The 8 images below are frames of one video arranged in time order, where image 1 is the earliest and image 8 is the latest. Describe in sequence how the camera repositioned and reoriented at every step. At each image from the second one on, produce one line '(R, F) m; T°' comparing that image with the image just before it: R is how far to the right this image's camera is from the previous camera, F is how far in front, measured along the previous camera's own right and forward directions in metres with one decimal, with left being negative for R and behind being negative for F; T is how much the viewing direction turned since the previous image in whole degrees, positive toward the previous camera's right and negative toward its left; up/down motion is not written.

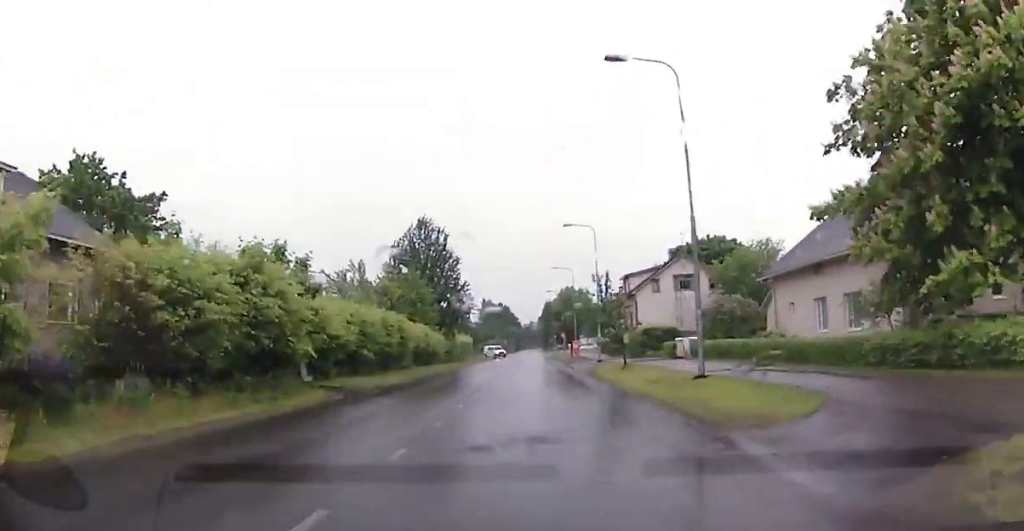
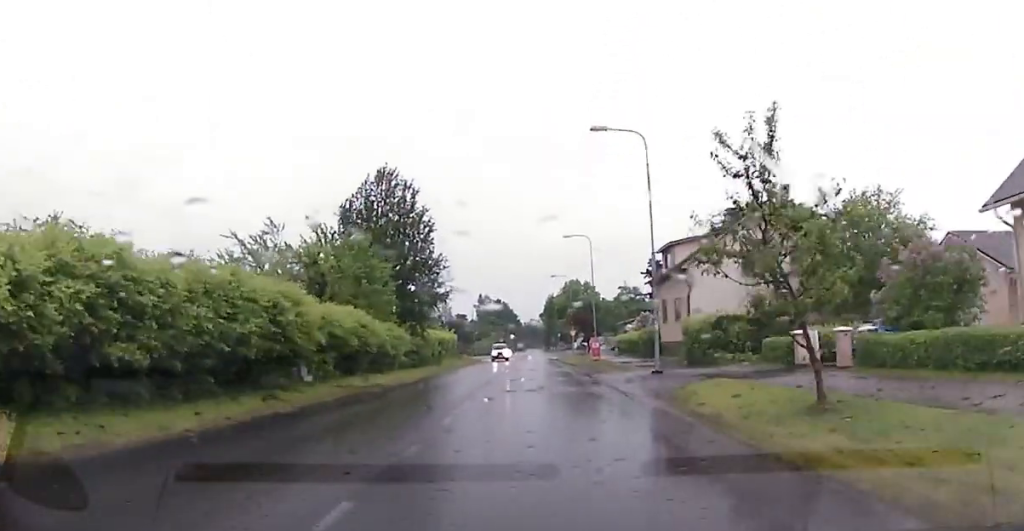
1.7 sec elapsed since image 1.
(0.0, +20.7) m; -1°
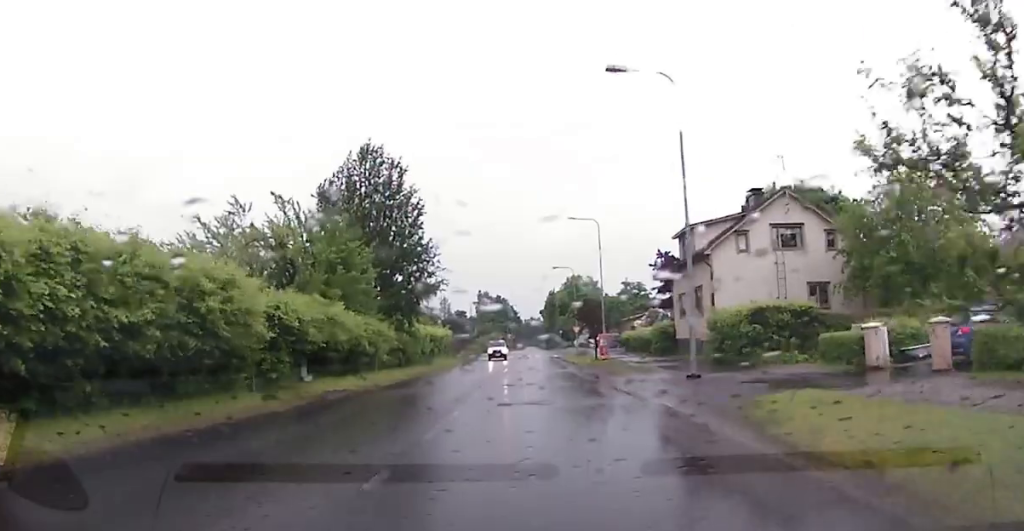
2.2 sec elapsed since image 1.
(-0.2, +5.6) m; 0°
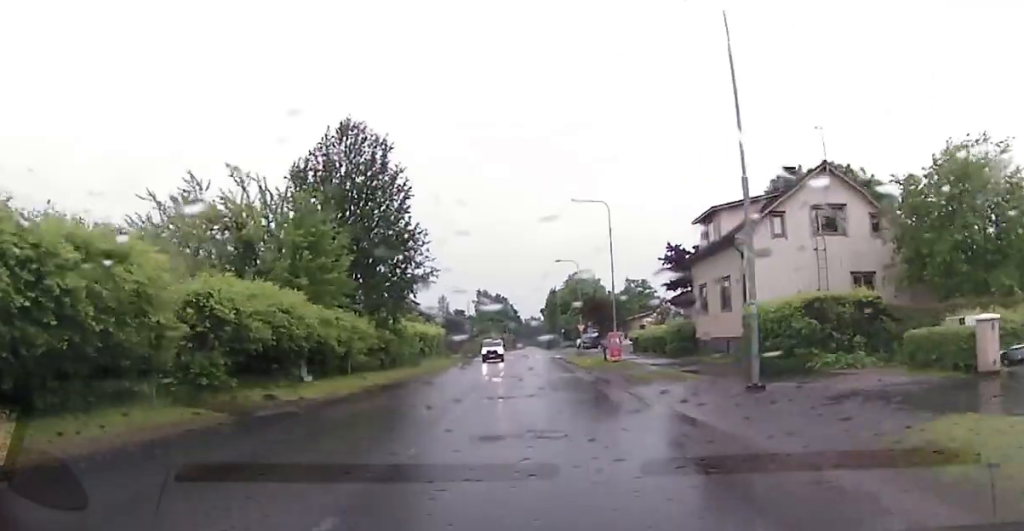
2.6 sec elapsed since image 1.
(-0.2, +5.6) m; 0°
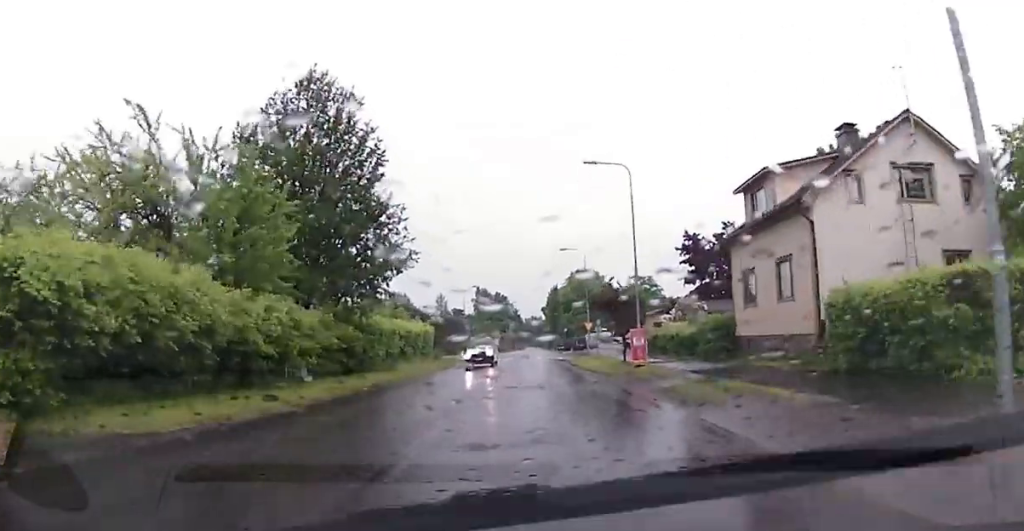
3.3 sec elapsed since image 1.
(+0.2, +8.2) m; +2°
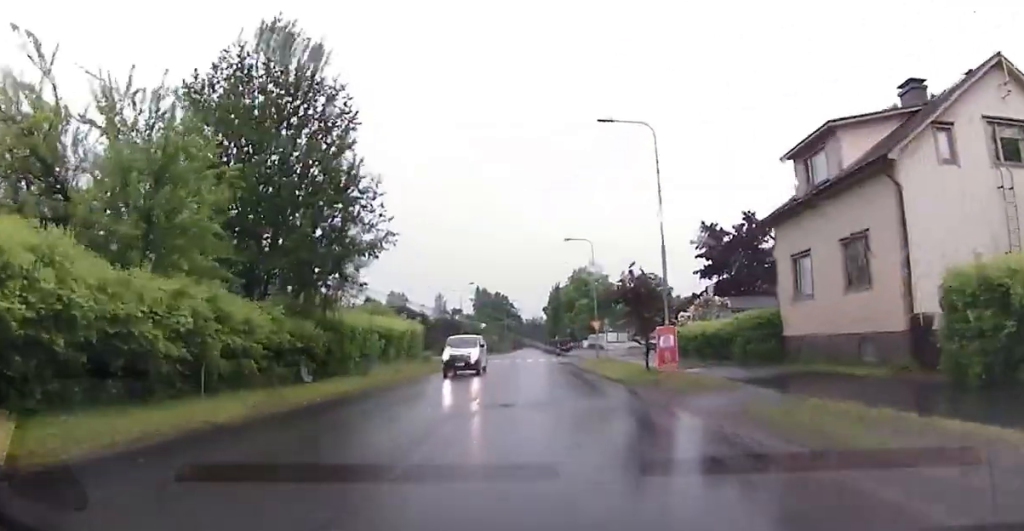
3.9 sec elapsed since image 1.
(+0.1, +6.2) m; +1°
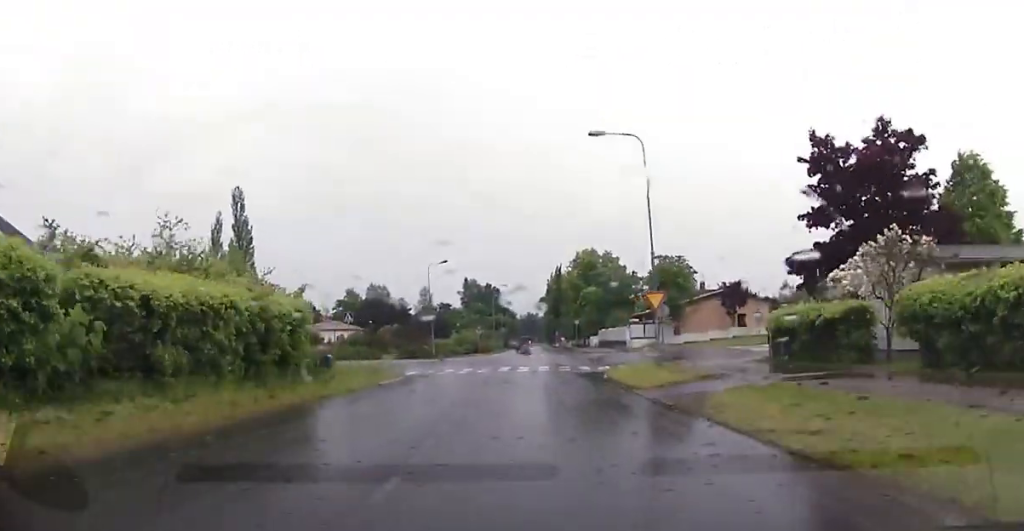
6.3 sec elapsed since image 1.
(-0.3, +26.1) m; -1°
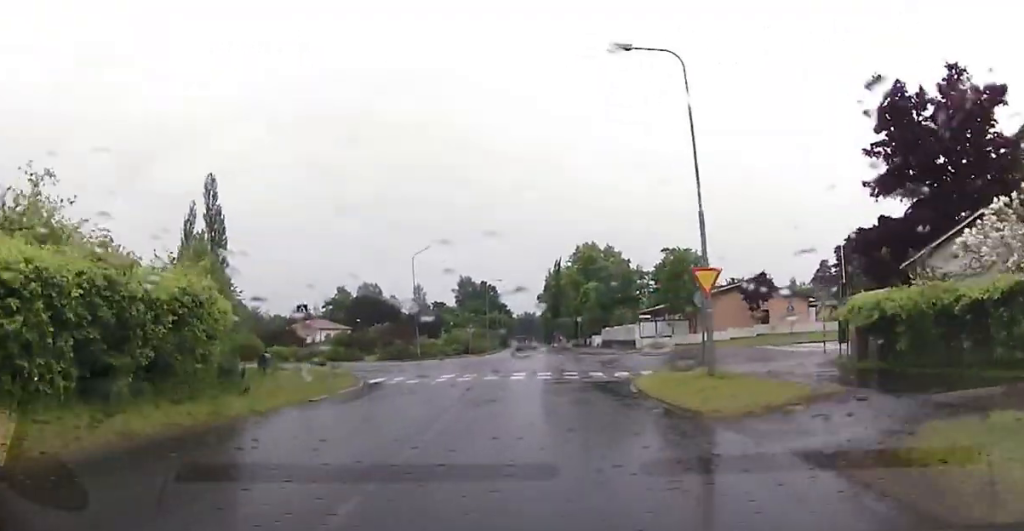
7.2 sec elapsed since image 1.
(0.0, +8.2) m; +1°
